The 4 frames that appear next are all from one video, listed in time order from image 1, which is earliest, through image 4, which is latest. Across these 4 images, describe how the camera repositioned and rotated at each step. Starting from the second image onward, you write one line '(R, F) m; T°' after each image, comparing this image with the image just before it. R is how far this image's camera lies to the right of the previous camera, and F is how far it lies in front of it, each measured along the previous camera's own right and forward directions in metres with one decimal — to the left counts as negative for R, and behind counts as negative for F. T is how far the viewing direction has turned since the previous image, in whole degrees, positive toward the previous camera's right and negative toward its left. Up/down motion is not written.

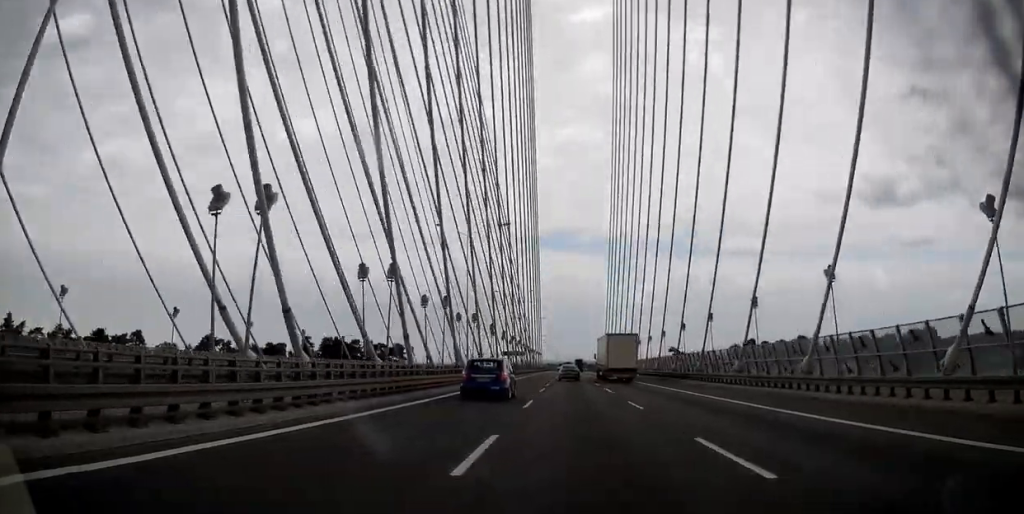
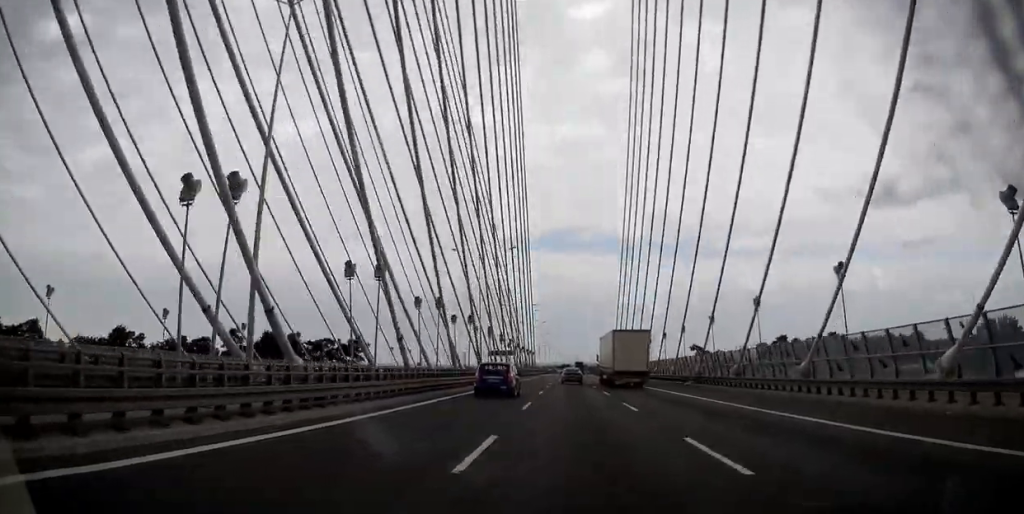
(+0.4, +35.3) m; 0°
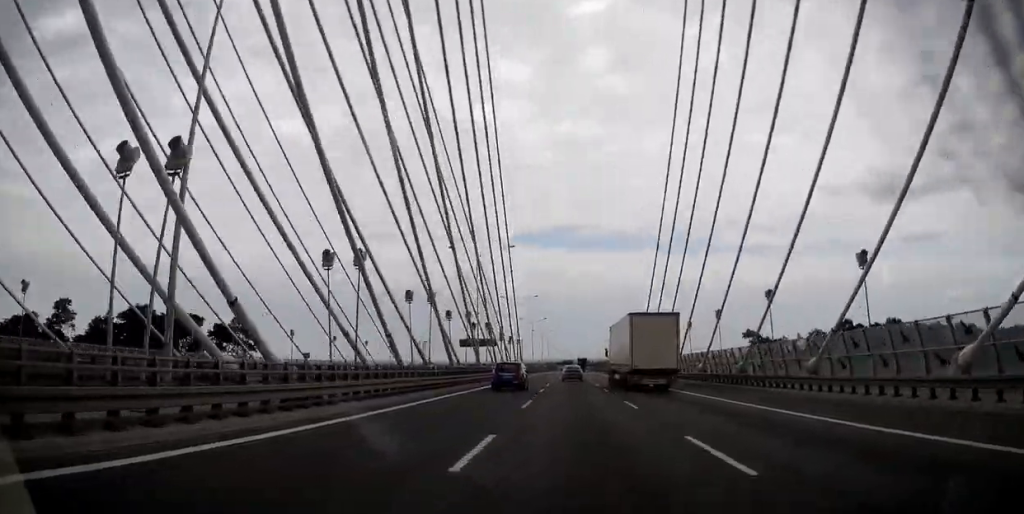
(-0.4, +47.2) m; -1°
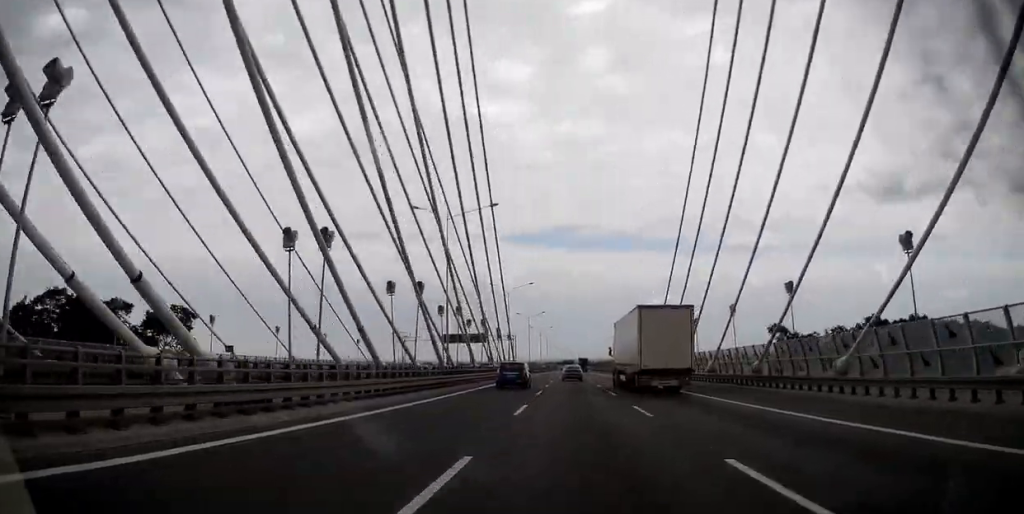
(0.0, +15.0) m; 0°
